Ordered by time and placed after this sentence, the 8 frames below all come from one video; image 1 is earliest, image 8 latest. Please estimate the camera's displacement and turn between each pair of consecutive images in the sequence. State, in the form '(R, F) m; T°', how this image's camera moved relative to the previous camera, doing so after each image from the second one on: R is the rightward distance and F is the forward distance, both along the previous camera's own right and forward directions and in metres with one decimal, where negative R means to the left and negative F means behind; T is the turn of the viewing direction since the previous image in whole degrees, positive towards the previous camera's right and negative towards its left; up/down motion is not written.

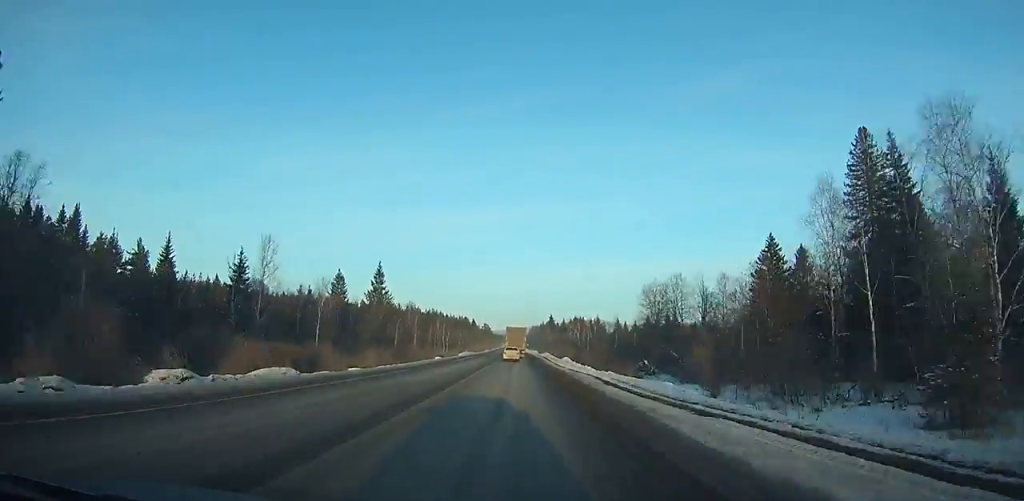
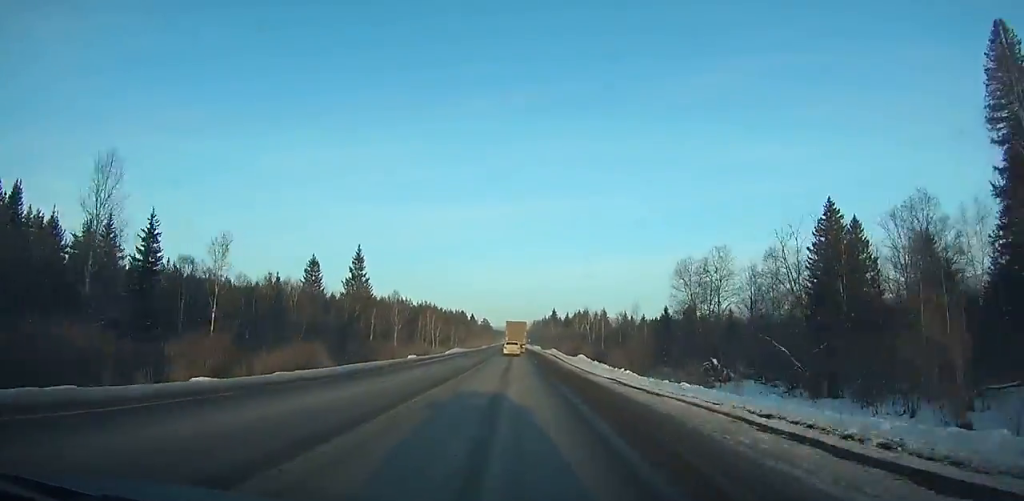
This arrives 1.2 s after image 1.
(0.0, +19.4) m; 0°
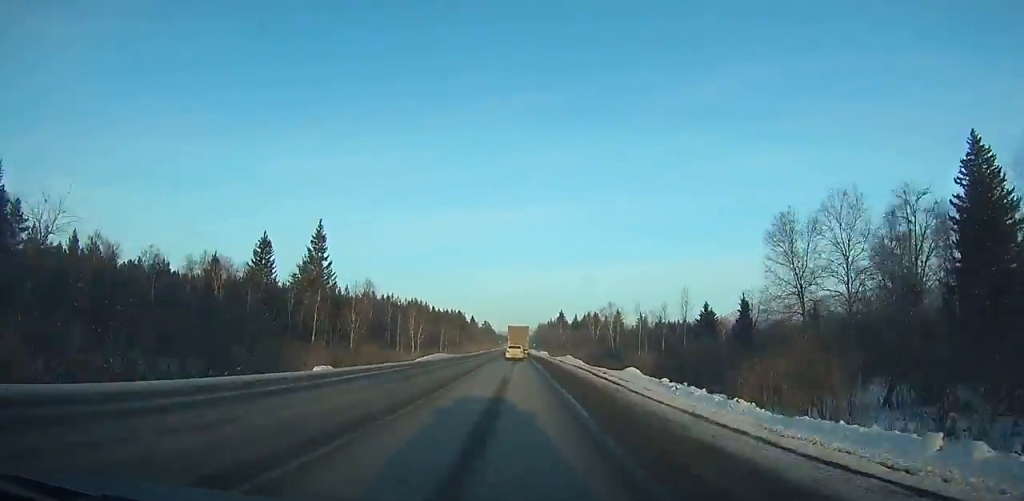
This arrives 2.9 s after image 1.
(-0.1, +27.7) m; 0°
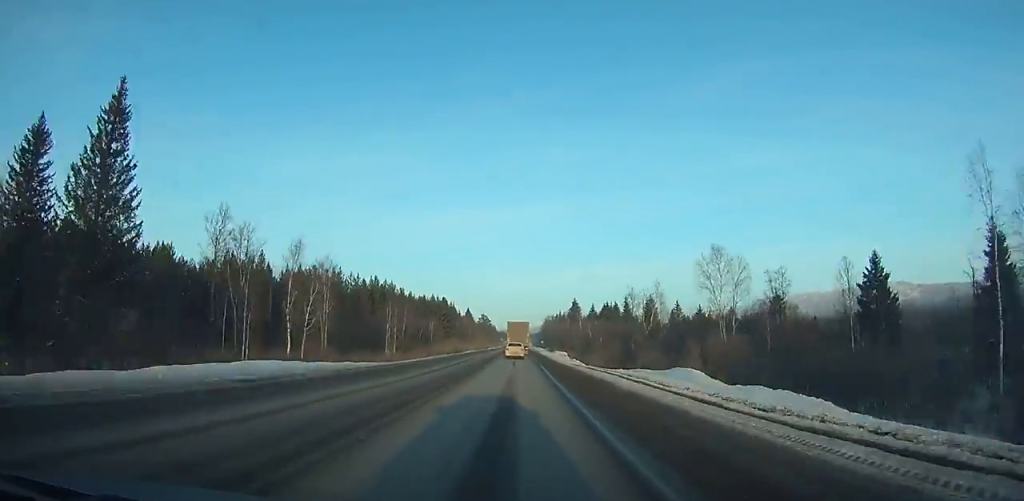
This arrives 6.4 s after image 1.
(-0.2, +57.1) m; 0°
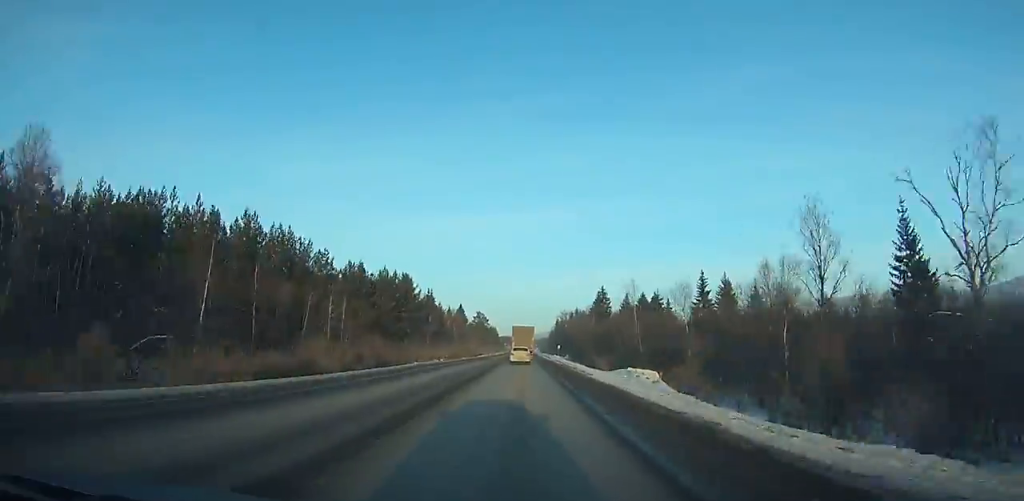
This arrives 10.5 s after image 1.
(-0.2, +67.0) m; 0°
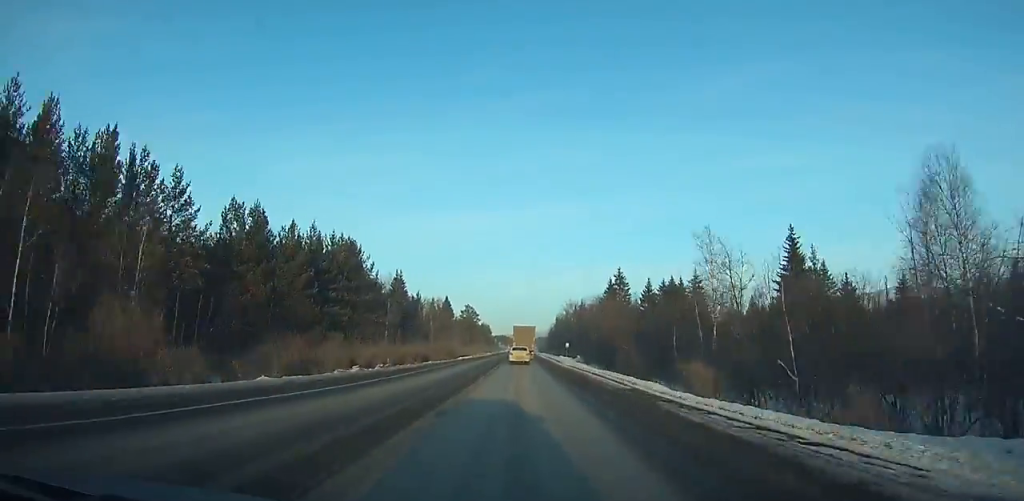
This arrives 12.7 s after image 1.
(-0.2, +36.0) m; 0°
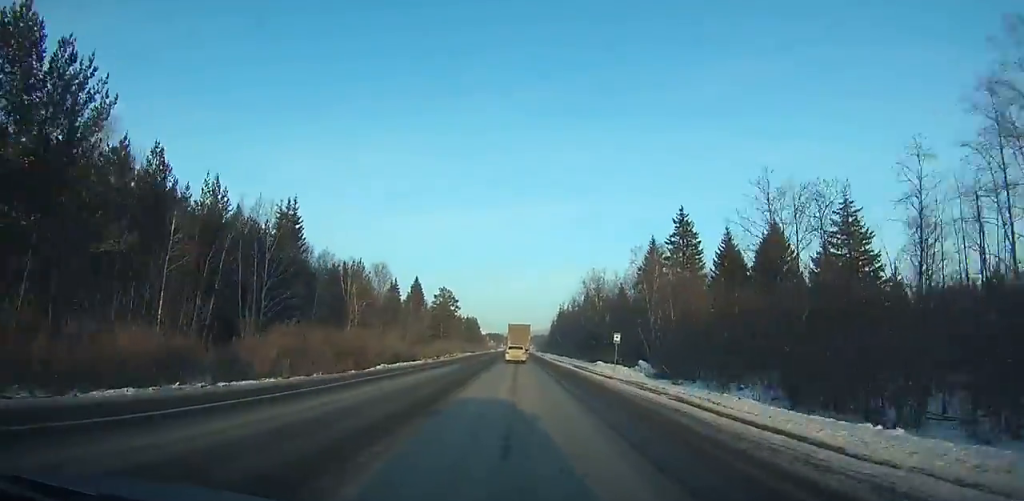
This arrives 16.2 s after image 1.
(+0.5, +57.2) m; +1°
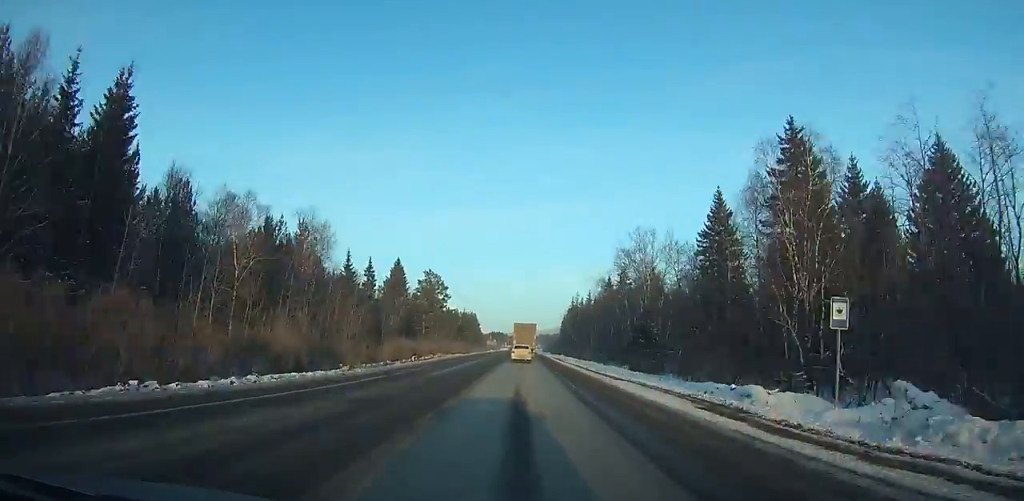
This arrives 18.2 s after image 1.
(0.0, +32.6) m; 0°
